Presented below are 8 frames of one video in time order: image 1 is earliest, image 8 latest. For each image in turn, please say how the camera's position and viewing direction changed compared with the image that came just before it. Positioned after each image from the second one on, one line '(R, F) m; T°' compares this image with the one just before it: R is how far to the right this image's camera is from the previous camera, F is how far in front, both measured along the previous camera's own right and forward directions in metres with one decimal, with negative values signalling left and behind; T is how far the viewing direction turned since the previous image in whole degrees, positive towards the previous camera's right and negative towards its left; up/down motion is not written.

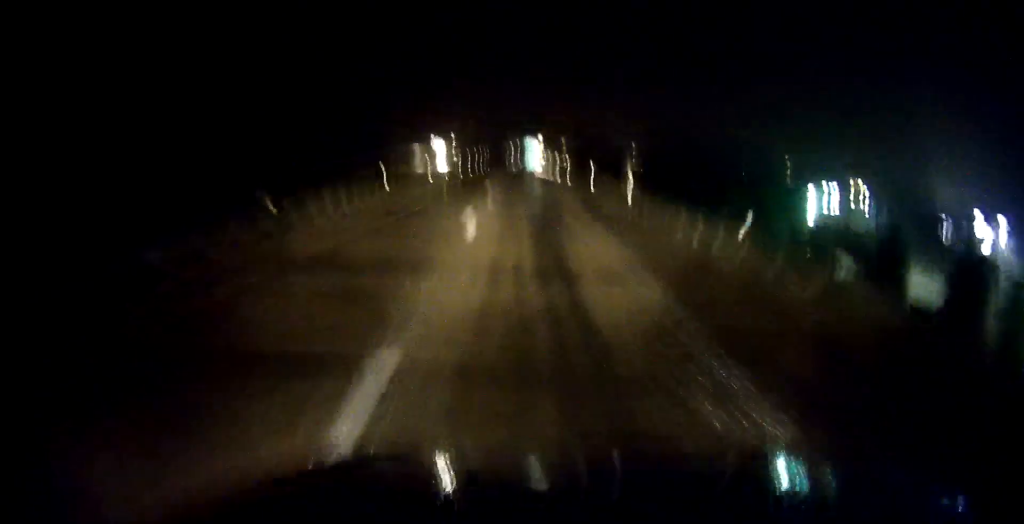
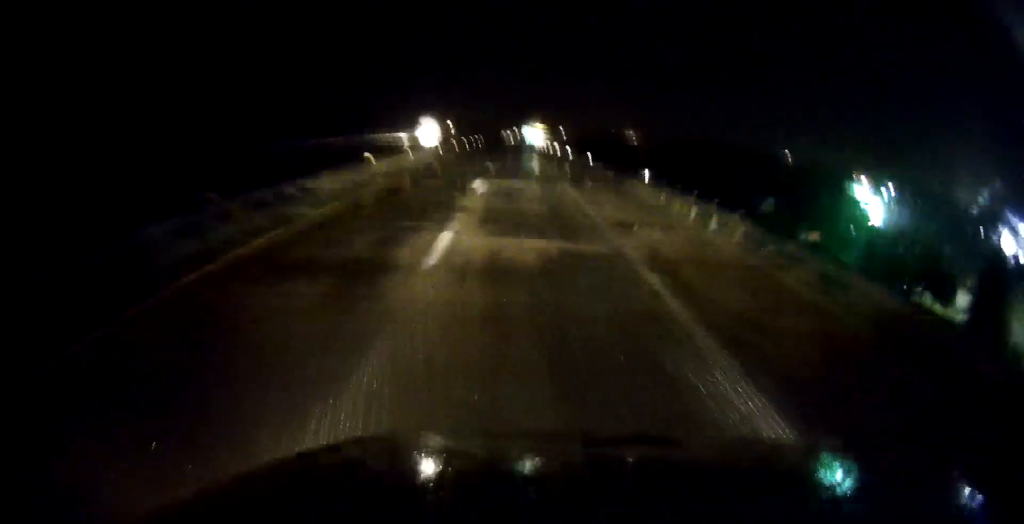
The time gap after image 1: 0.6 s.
(0.0, +18.6) m; 0°
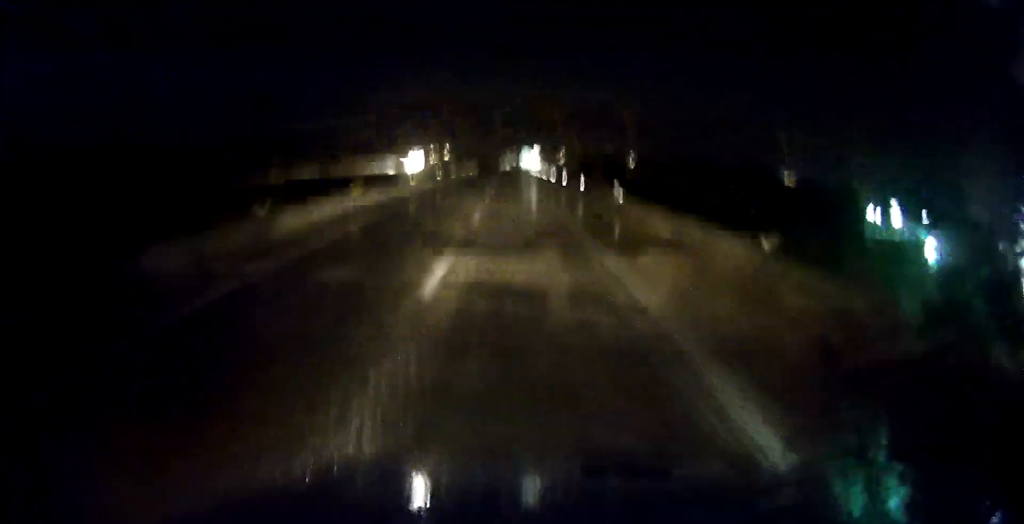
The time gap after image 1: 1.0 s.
(0.0, +12.3) m; 0°
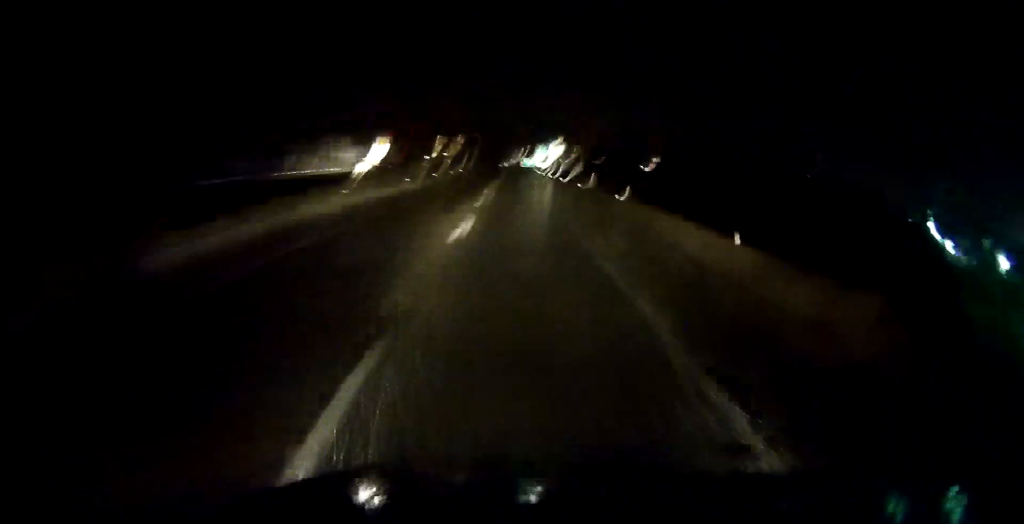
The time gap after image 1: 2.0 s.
(+0.1, +30.6) m; 0°
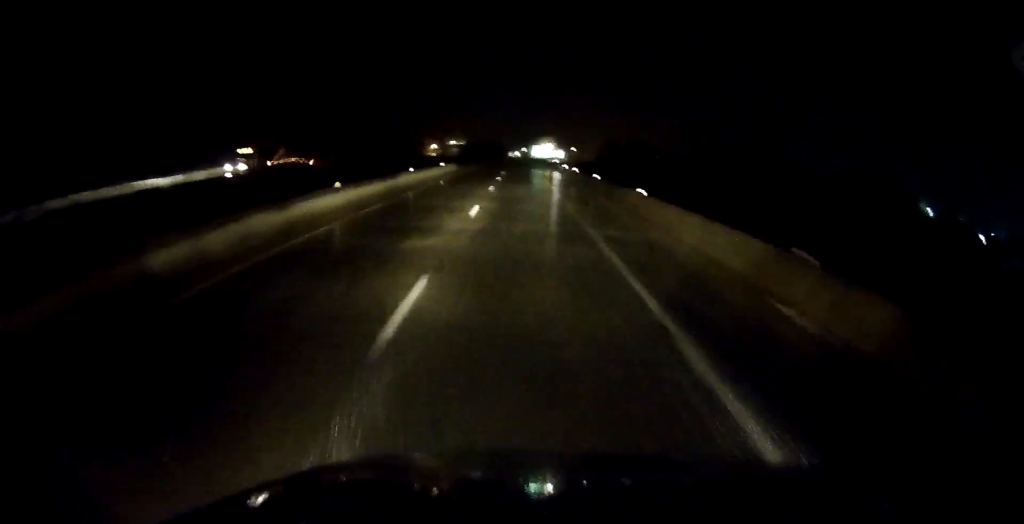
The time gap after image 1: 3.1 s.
(0.0, +33.3) m; 0°
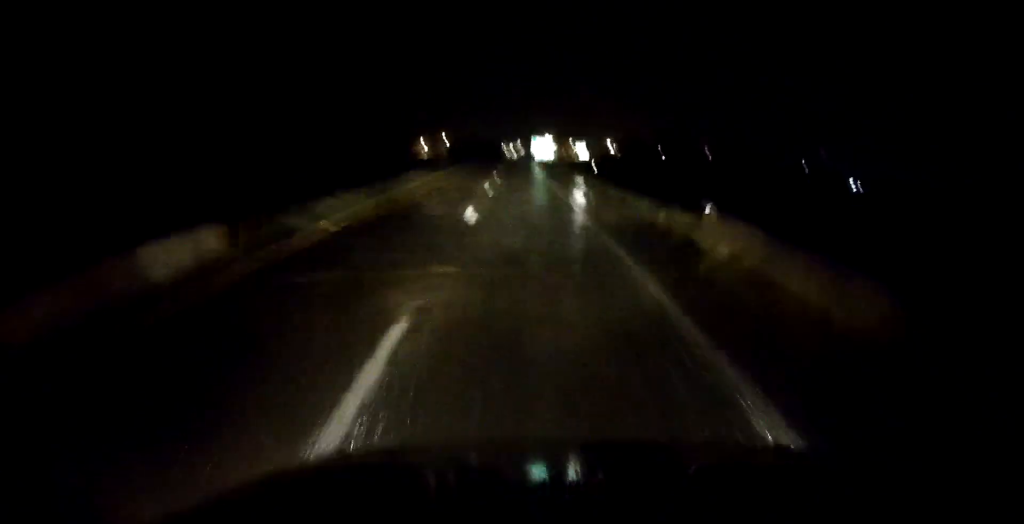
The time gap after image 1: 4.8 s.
(0.0, +51.7) m; 0°
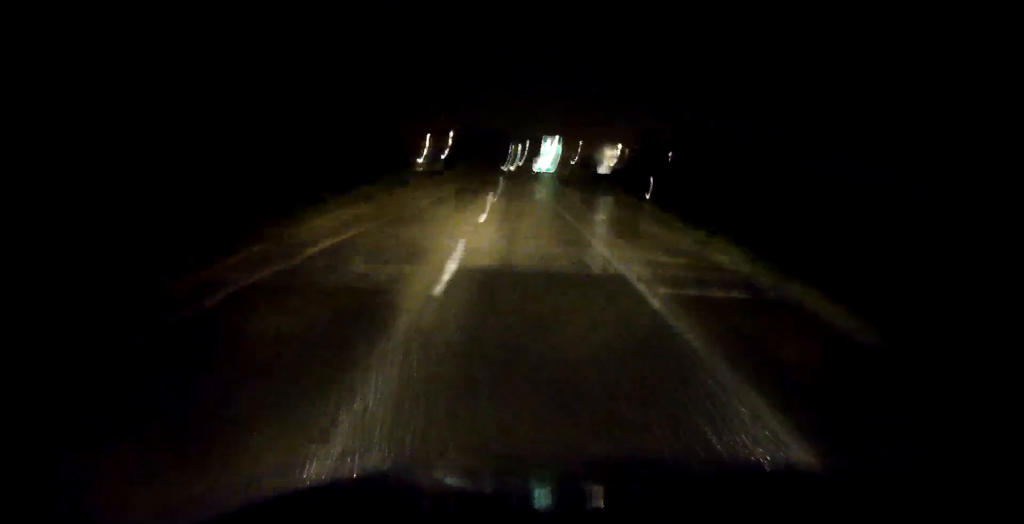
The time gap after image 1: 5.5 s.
(-0.1, +18.7) m; 0°
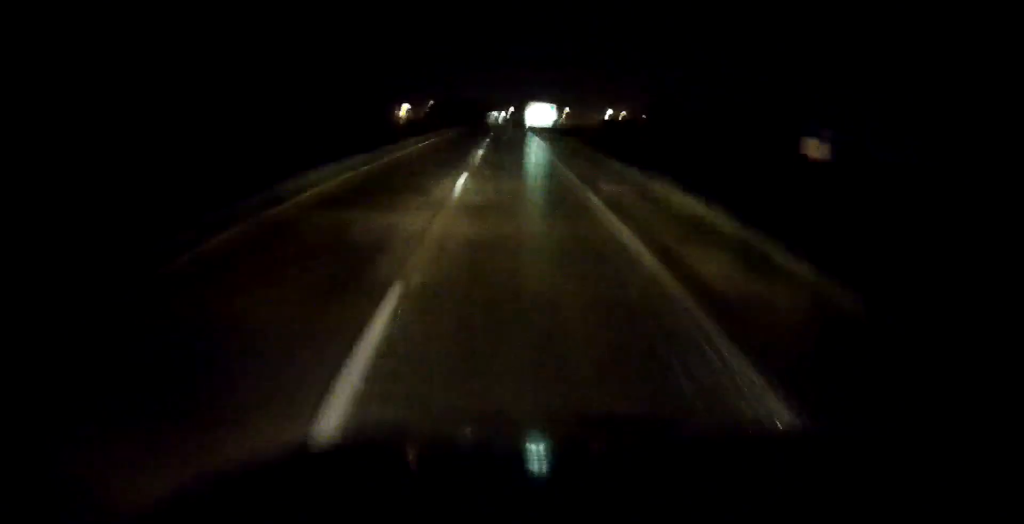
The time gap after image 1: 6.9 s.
(+0.3, +43.3) m; 0°
